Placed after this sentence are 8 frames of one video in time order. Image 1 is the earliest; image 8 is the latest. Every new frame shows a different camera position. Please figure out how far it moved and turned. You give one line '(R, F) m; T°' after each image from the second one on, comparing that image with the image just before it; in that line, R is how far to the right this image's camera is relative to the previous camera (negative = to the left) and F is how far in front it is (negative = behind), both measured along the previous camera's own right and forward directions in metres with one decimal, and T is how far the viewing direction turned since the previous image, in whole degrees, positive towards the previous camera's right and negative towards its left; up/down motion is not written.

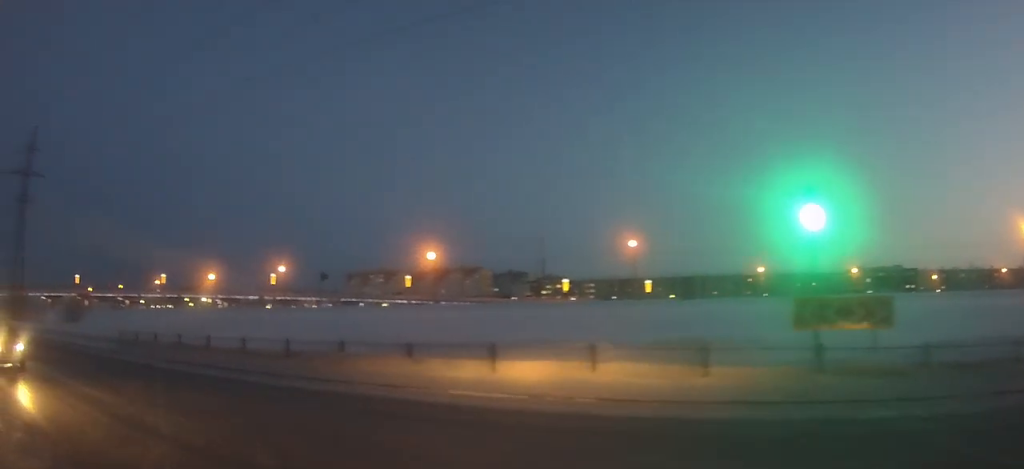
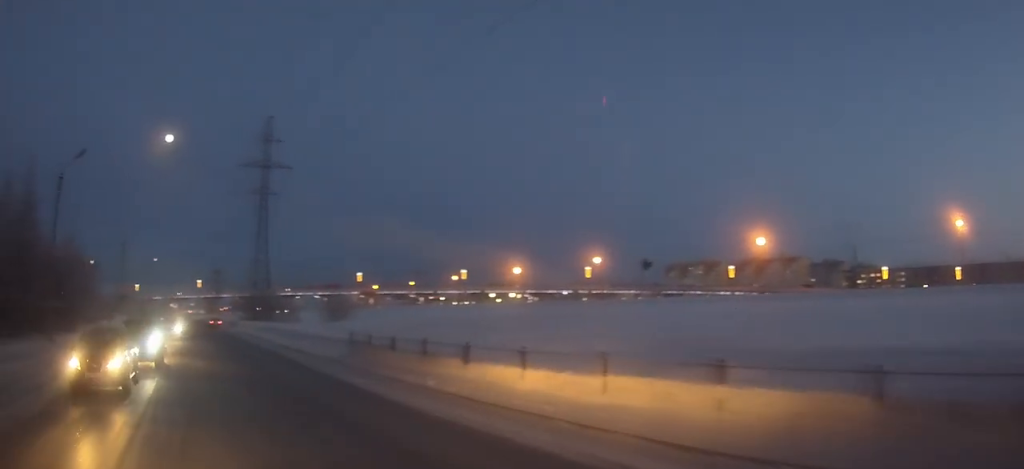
(-2.4, +9.2) m; -27°
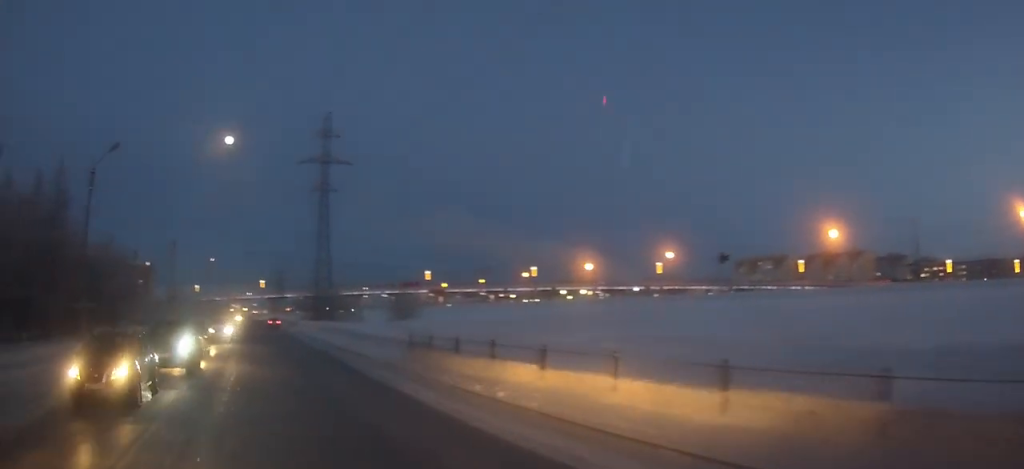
(+0.1, +2.4) m; -6°
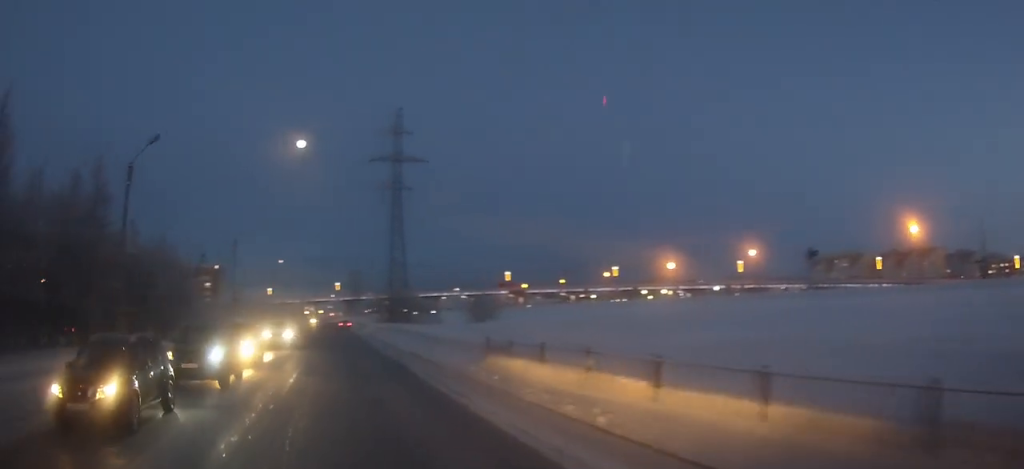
(-0.3, +3.0) m; -6°
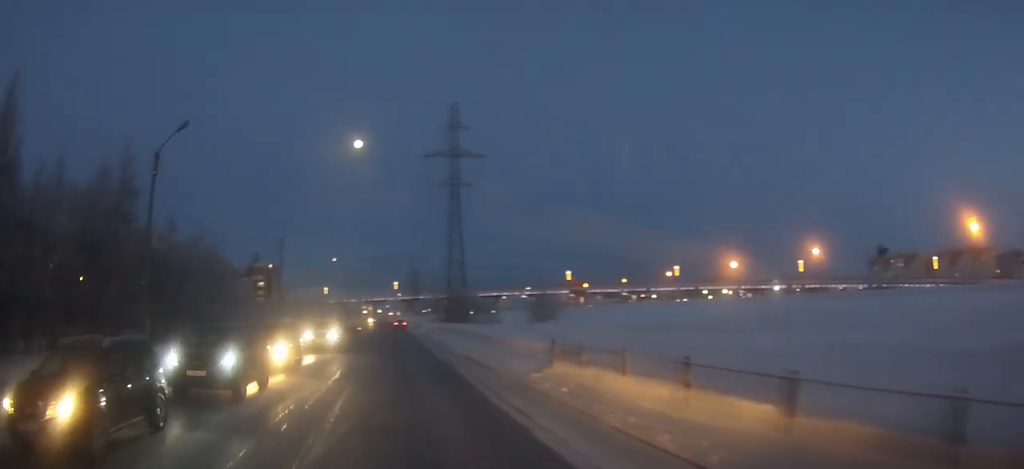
(0.0, +2.7) m; -5°
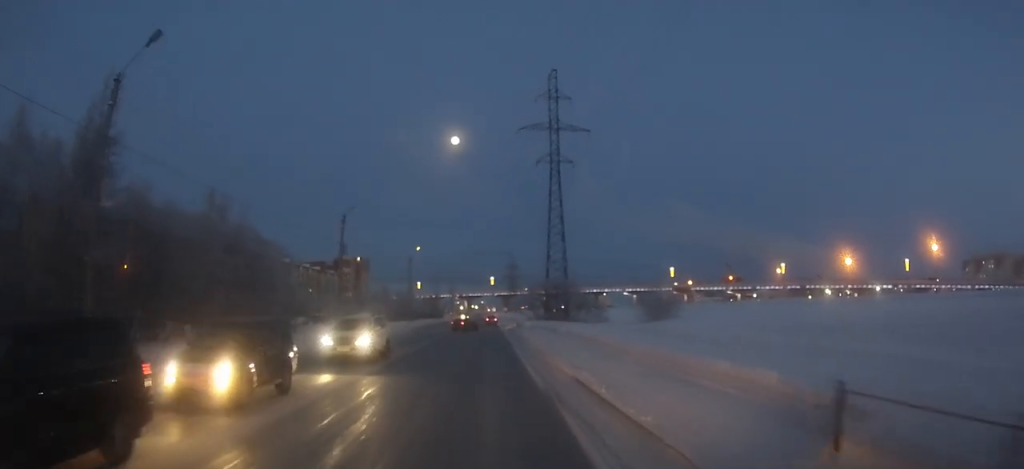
(-0.9, +11.0) m; -6°
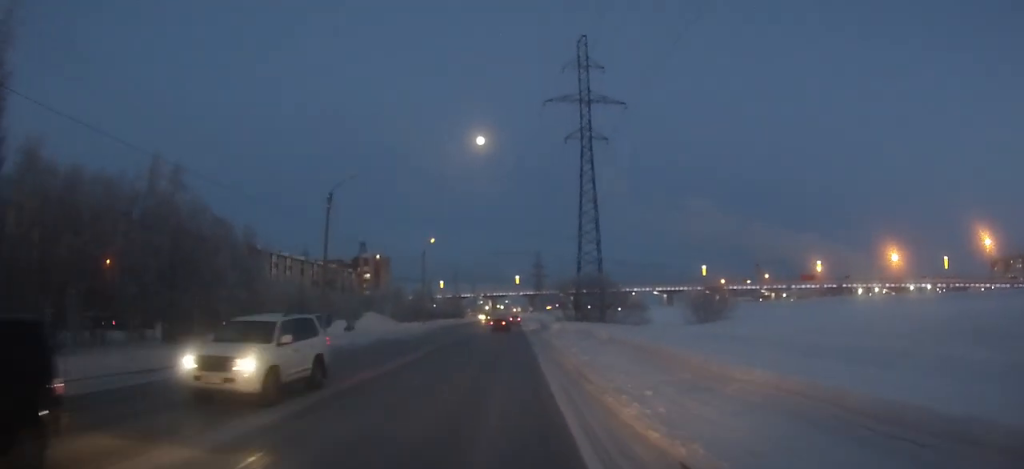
(-0.1, +9.6) m; -2°
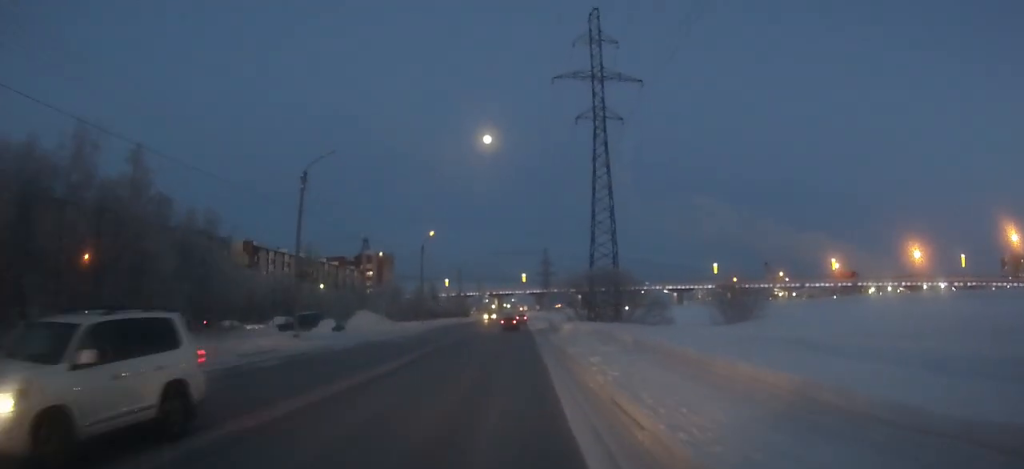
(-0.1, +5.9) m; -1°
